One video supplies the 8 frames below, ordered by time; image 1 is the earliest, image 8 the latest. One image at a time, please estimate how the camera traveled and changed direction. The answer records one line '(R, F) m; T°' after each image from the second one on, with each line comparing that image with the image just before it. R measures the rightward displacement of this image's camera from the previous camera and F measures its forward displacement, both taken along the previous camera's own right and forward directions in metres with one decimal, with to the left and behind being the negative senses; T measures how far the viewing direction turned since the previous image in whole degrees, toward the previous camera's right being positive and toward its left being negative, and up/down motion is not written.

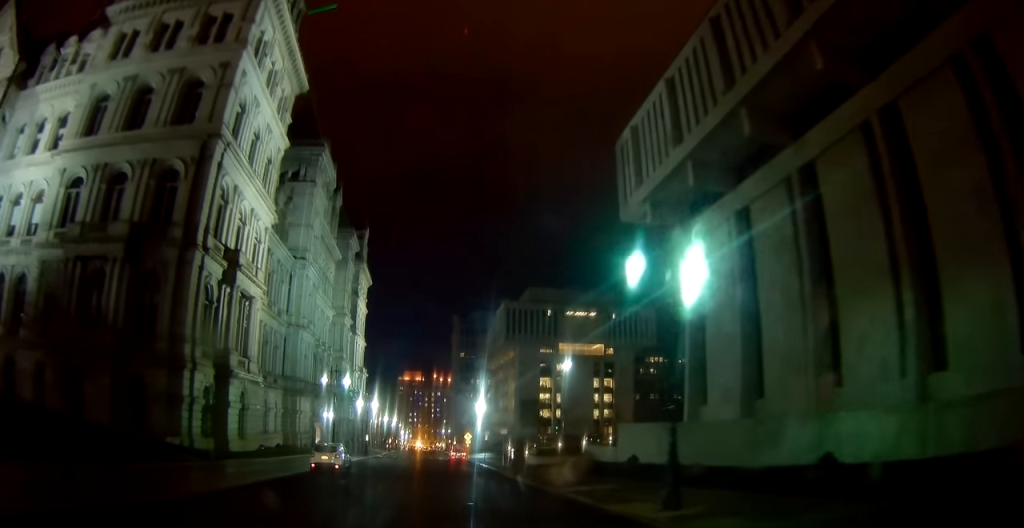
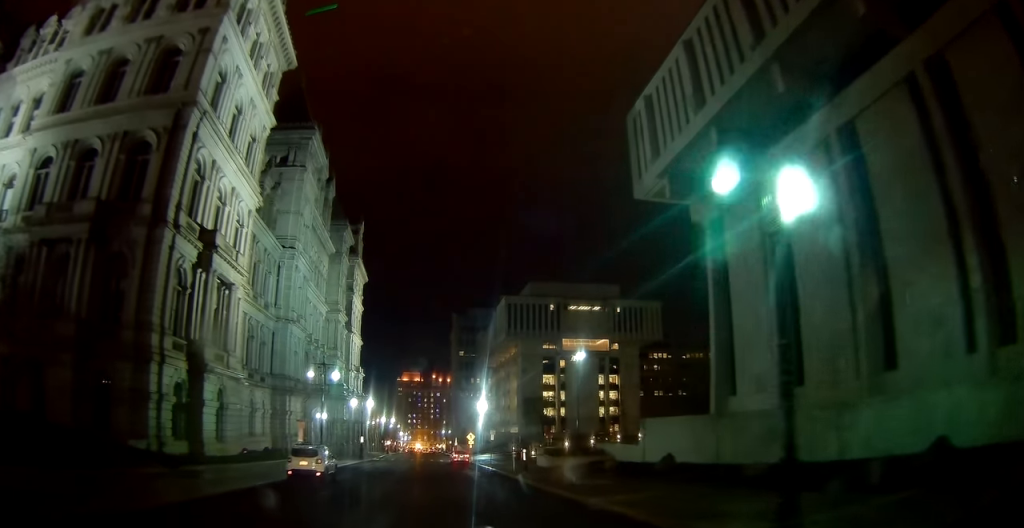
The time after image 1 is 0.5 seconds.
(+0.1, +5.4) m; 0°
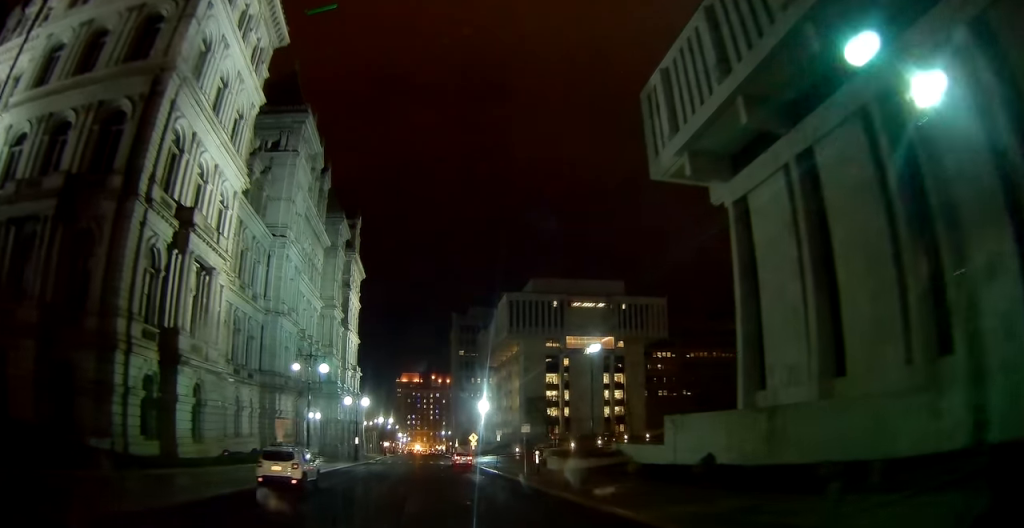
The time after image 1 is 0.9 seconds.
(-0.1, +4.6) m; 0°
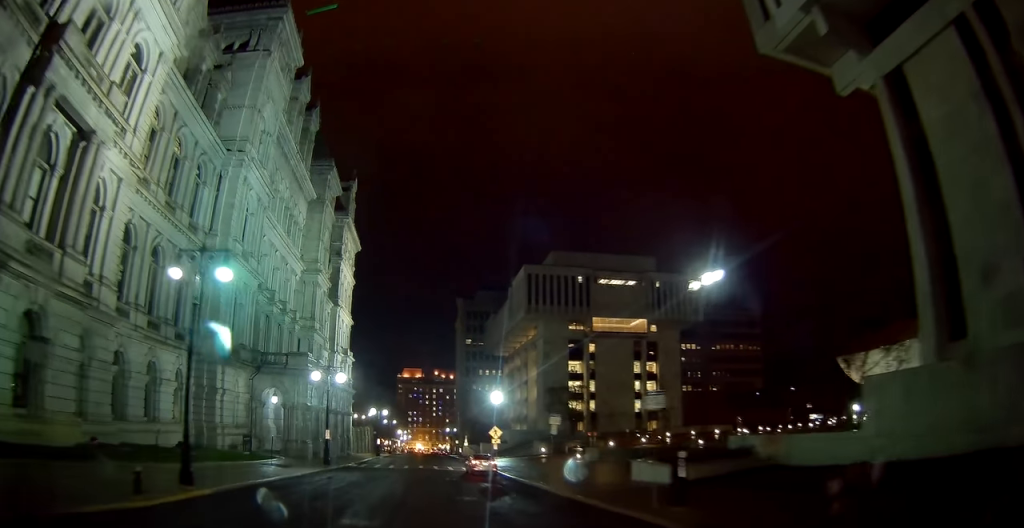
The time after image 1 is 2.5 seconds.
(-0.2, +19.1) m; -1°
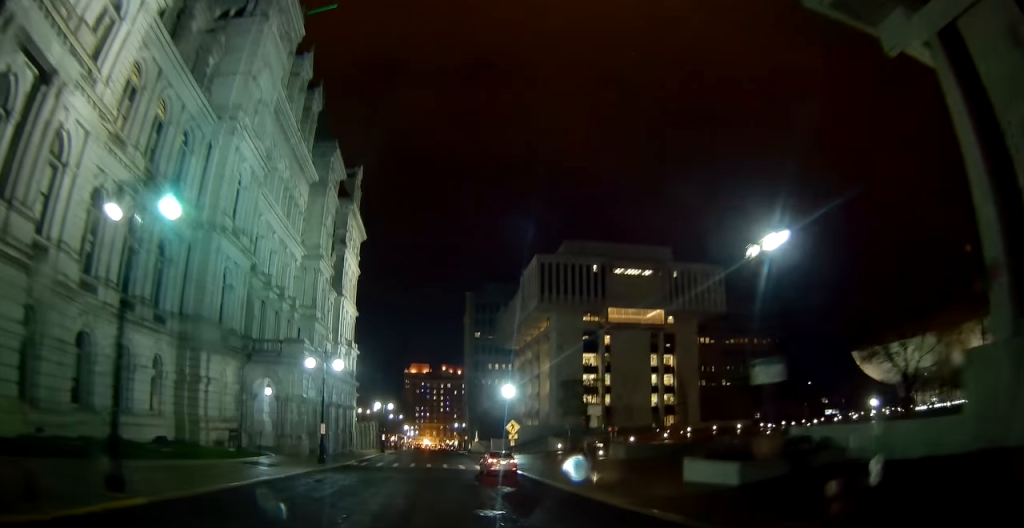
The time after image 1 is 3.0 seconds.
(-0.1, +4.9) m; 0°
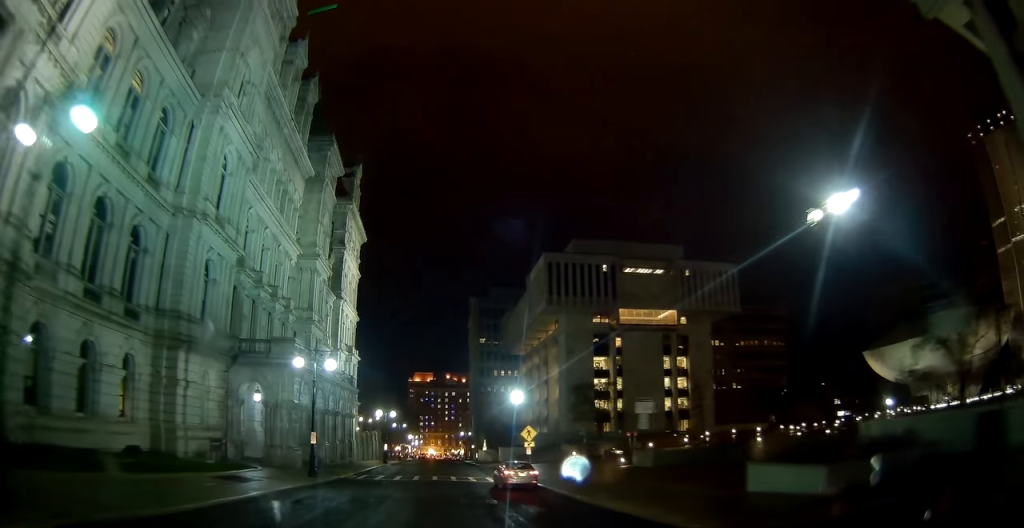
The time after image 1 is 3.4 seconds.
(0.0, +4.6) m; 0°
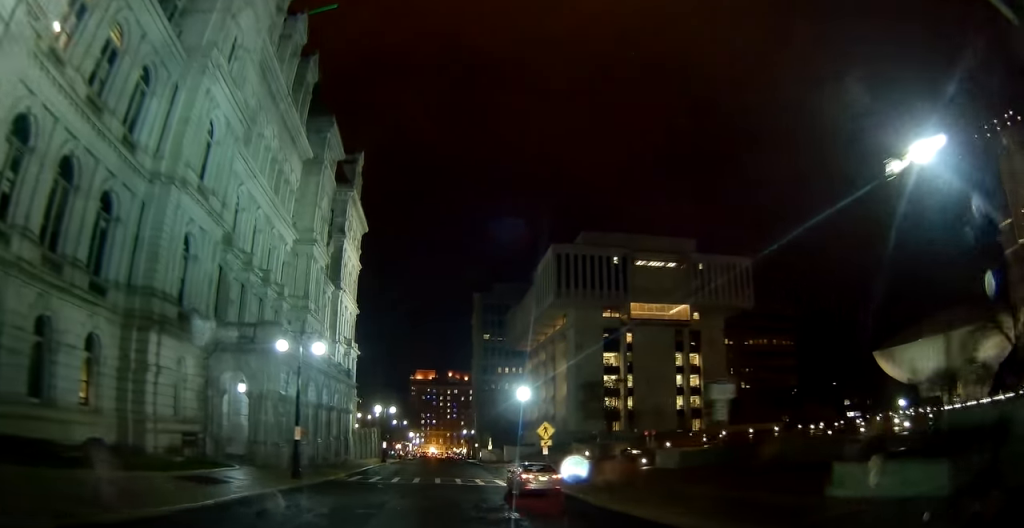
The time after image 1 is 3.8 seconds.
(+0.1, +4.6) m; 0°
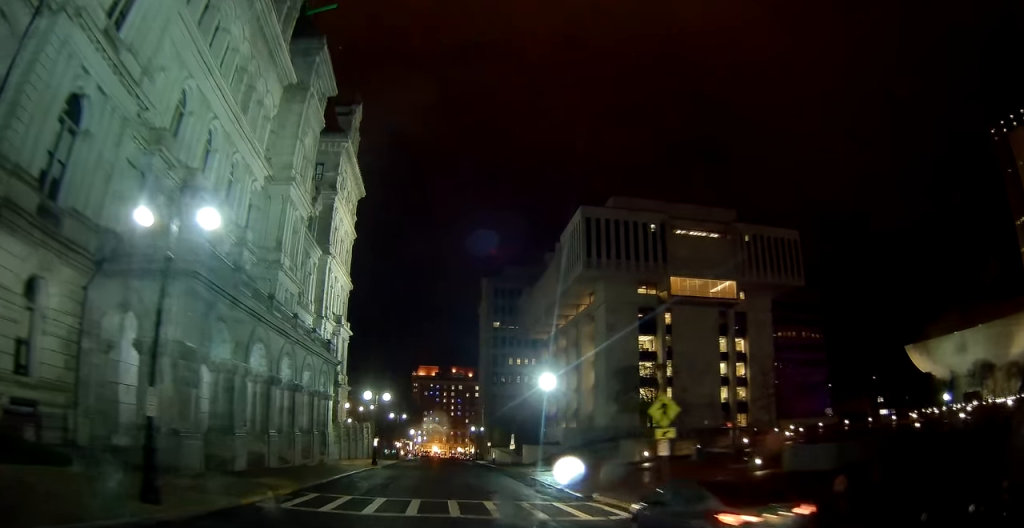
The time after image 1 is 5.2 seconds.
(-0.3, +16.4) m; -1°
